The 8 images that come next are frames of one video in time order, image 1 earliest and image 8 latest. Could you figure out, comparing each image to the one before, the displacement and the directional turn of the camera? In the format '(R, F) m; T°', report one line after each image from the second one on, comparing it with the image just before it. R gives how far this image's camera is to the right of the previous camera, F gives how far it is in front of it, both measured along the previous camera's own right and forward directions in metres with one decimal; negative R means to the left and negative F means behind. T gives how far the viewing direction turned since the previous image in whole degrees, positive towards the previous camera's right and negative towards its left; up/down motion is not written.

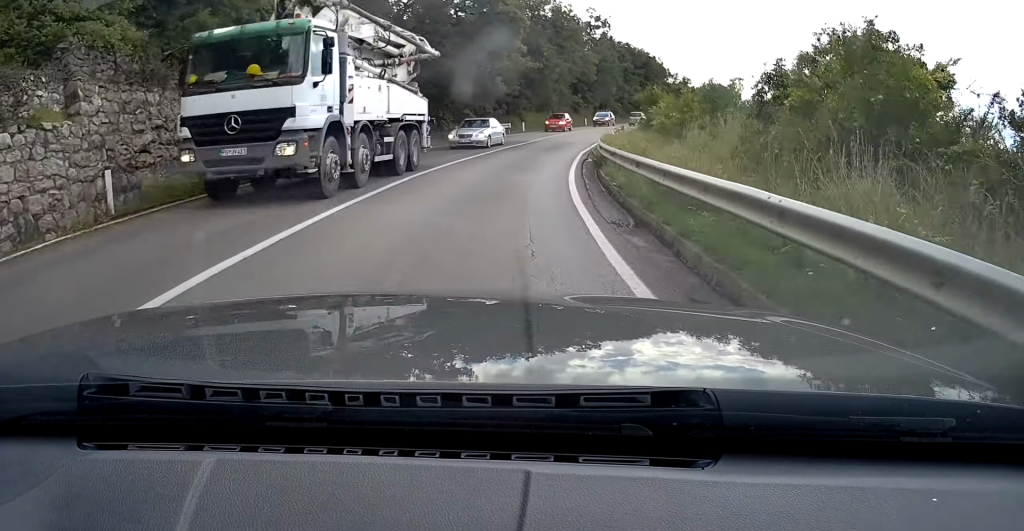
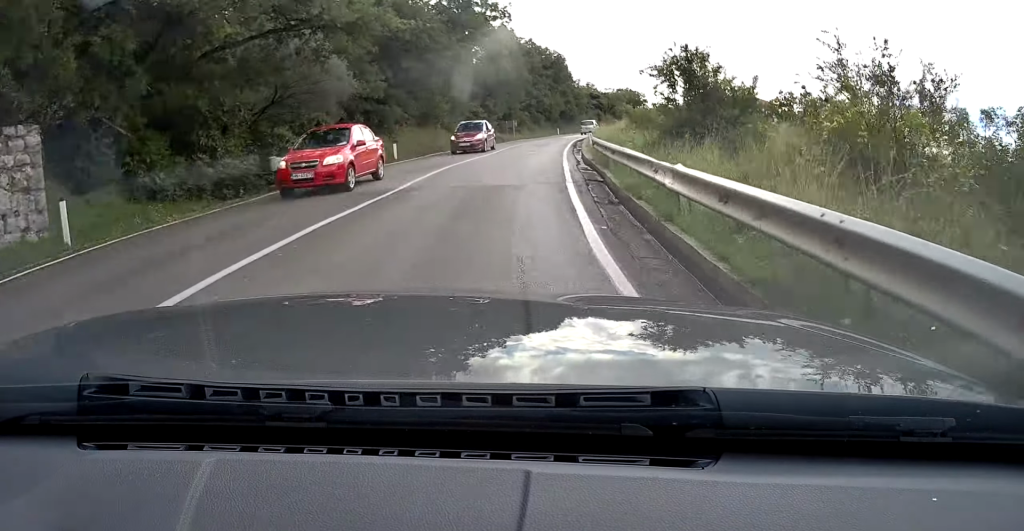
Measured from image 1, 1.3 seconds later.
(+2.5, +21.7) m; +8°
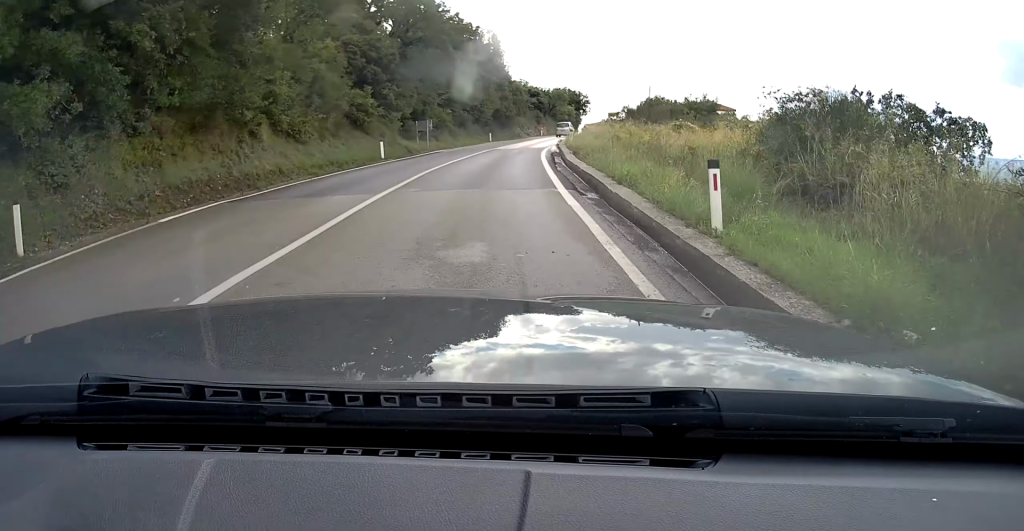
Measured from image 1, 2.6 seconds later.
(+1.6, +23.0) m; +8°
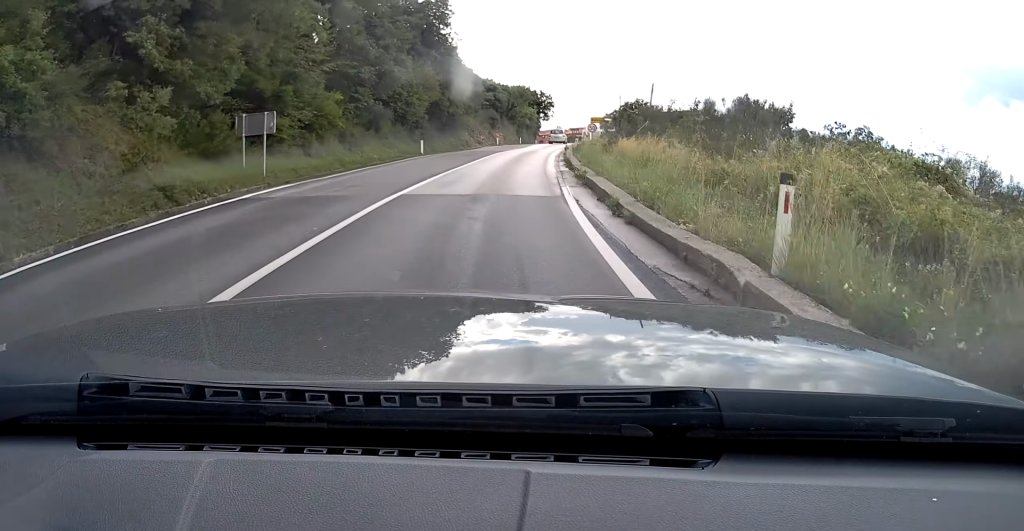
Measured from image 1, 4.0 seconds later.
(+1.2, +23.8) m; +6°
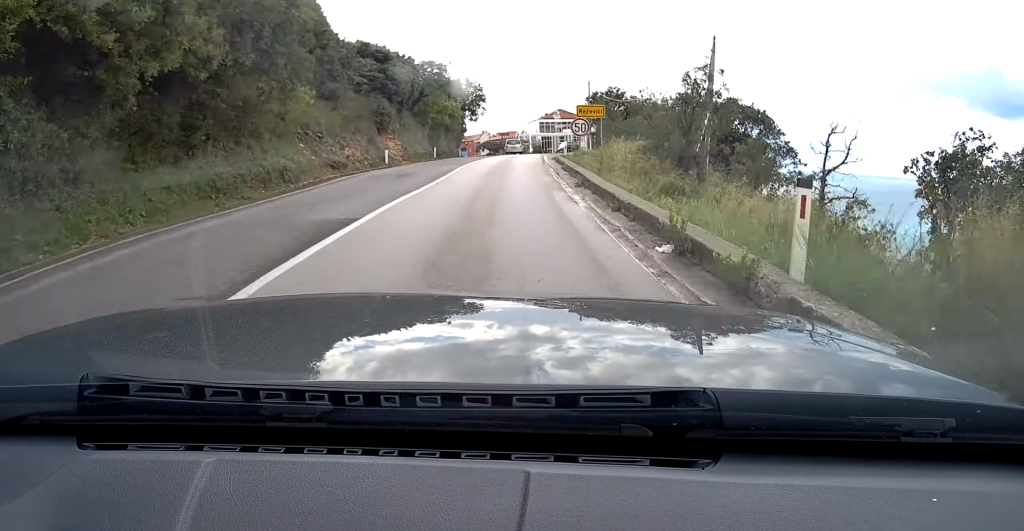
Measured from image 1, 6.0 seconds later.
(+2.3, +32.8) m; +7°
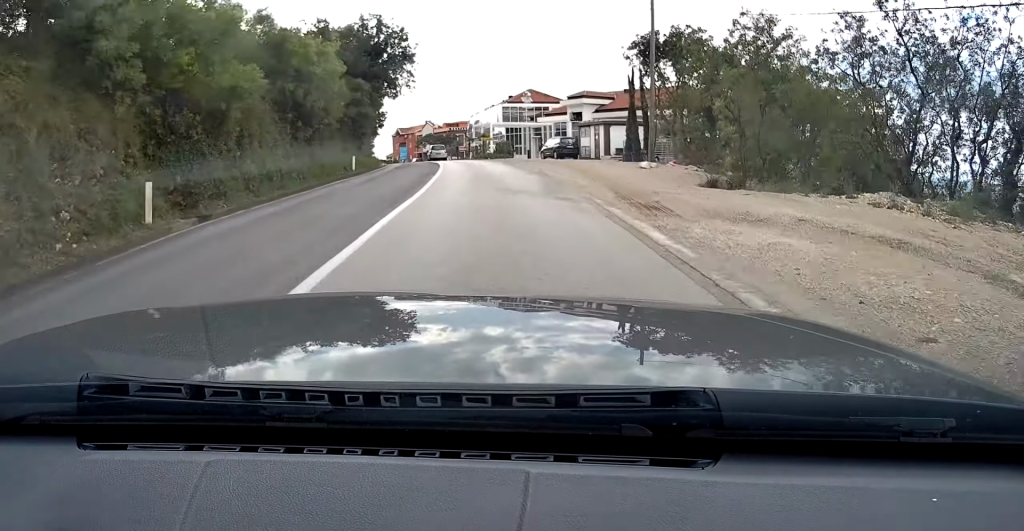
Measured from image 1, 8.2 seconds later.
(+1.9, +36.7) m; +4°
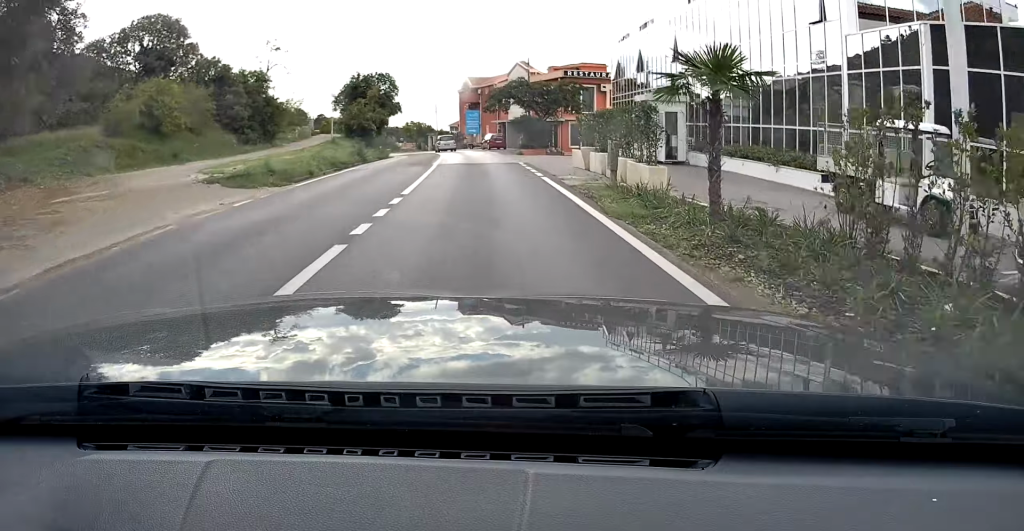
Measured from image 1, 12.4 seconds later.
(-2.2, +67.3) m; -6°
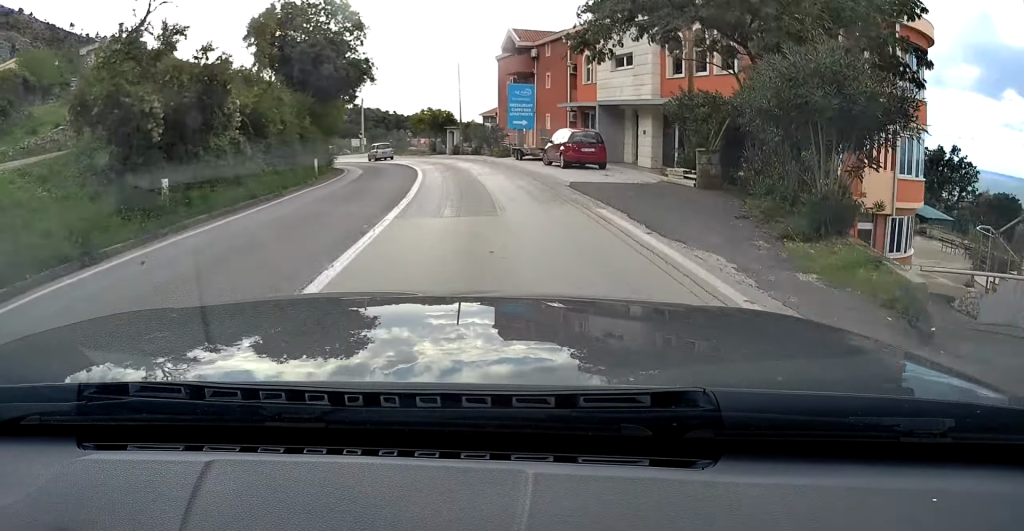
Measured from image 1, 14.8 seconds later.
(-1.5, +36.8) m; -5°
